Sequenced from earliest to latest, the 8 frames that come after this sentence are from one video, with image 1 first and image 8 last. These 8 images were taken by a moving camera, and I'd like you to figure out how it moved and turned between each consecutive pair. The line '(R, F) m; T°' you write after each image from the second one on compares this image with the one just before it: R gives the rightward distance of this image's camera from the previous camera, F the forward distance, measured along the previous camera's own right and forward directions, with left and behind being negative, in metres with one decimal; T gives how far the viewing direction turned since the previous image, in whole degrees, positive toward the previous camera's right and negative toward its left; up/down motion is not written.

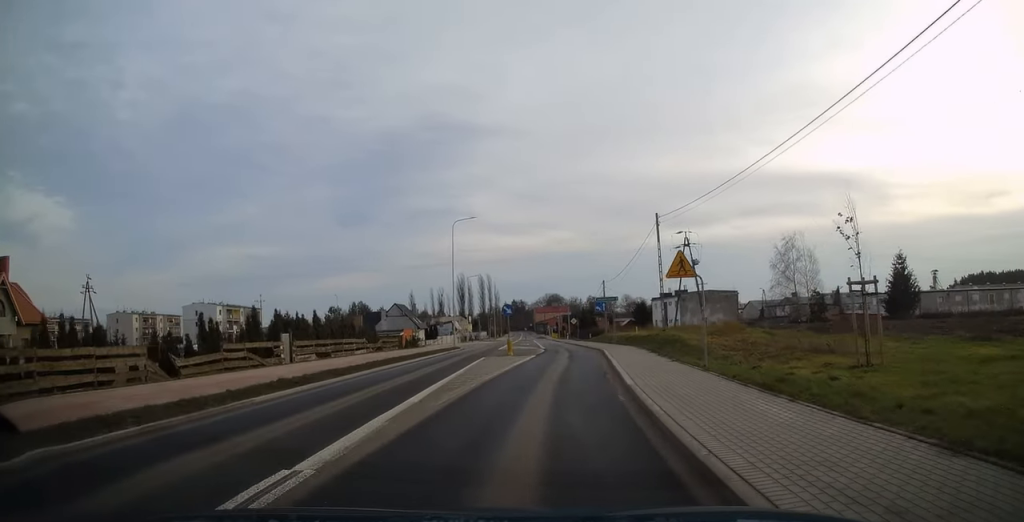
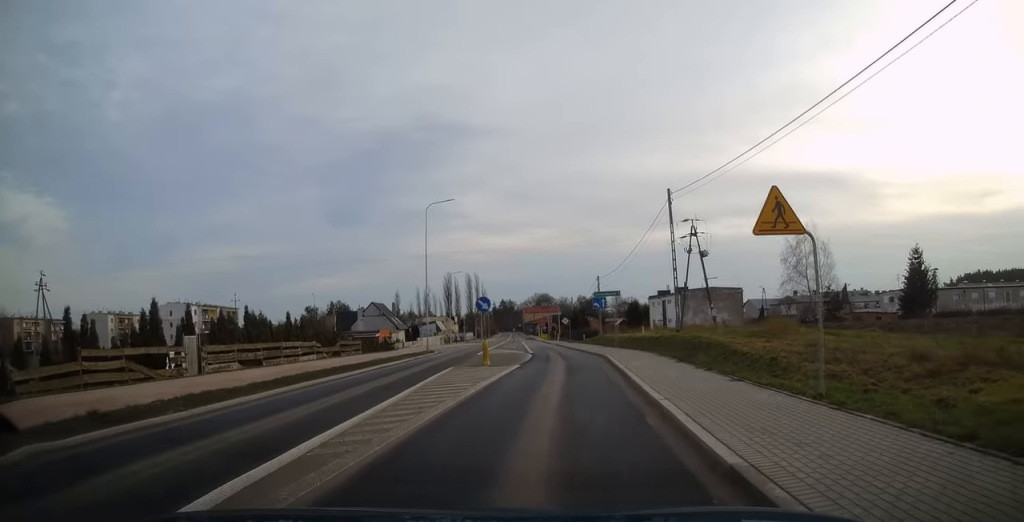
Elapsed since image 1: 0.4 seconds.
(-0.2, +7.4) m; 0°
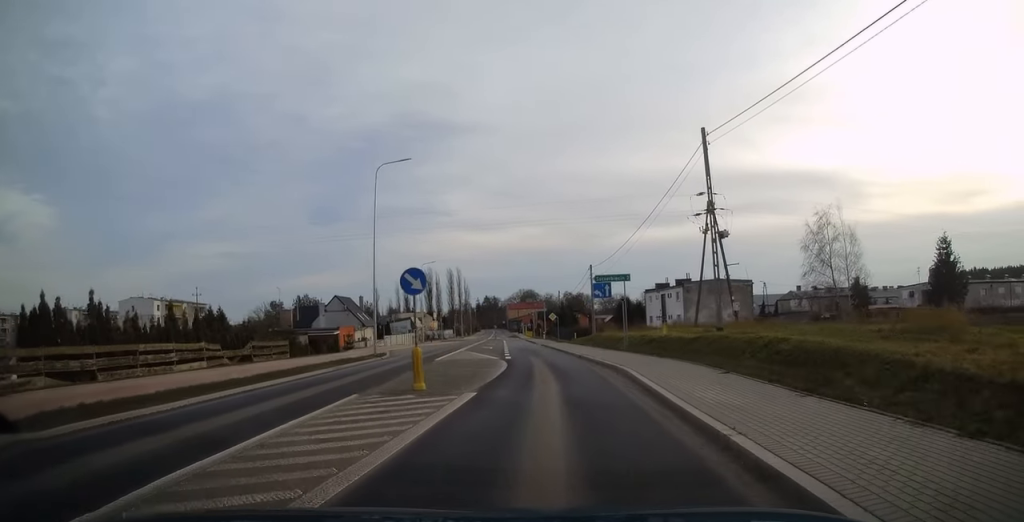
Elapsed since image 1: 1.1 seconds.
(+0.3, +10.4) m; +2°
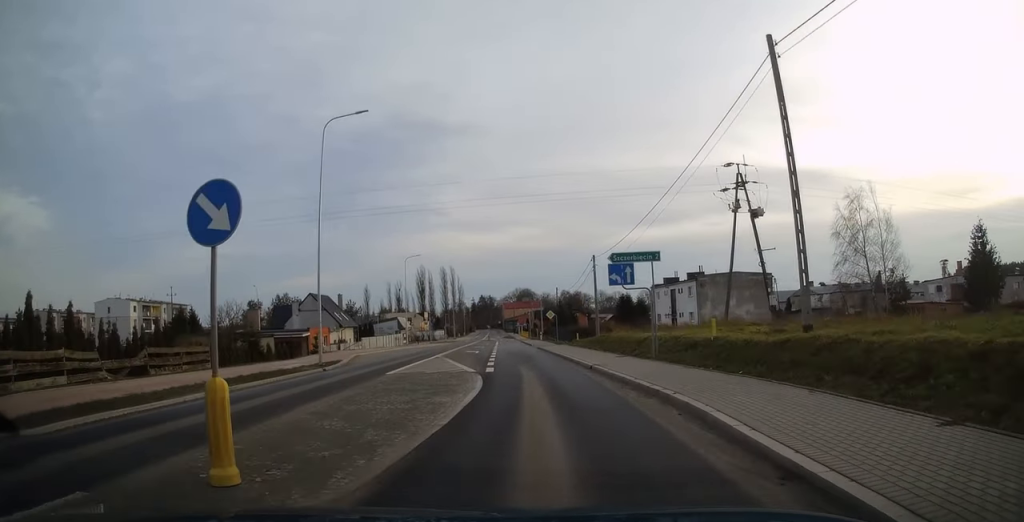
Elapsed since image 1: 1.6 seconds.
(+0.1, +8.2) m; +1°
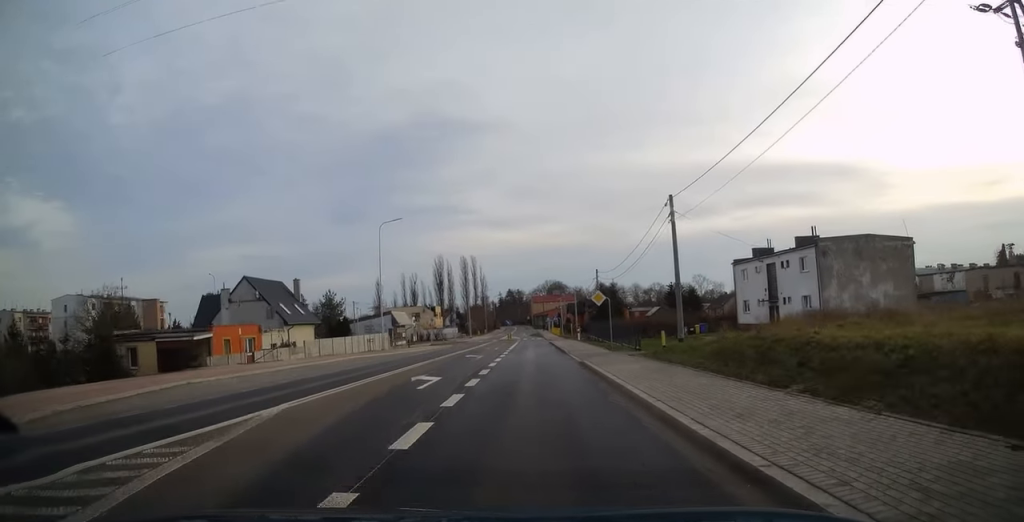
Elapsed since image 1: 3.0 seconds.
(+0.1, +24.2) m; -1°
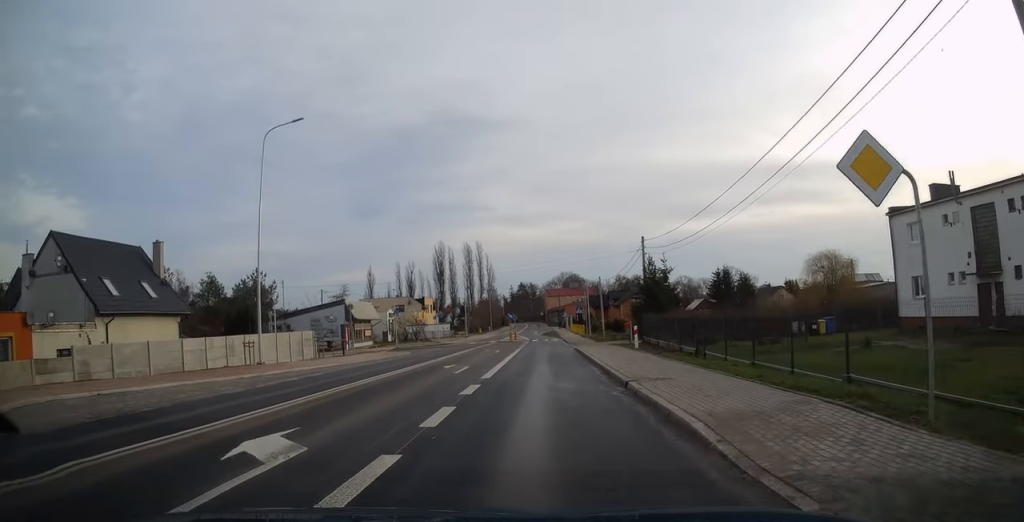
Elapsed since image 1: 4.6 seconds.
(-0.4, +25.6) m; -2°
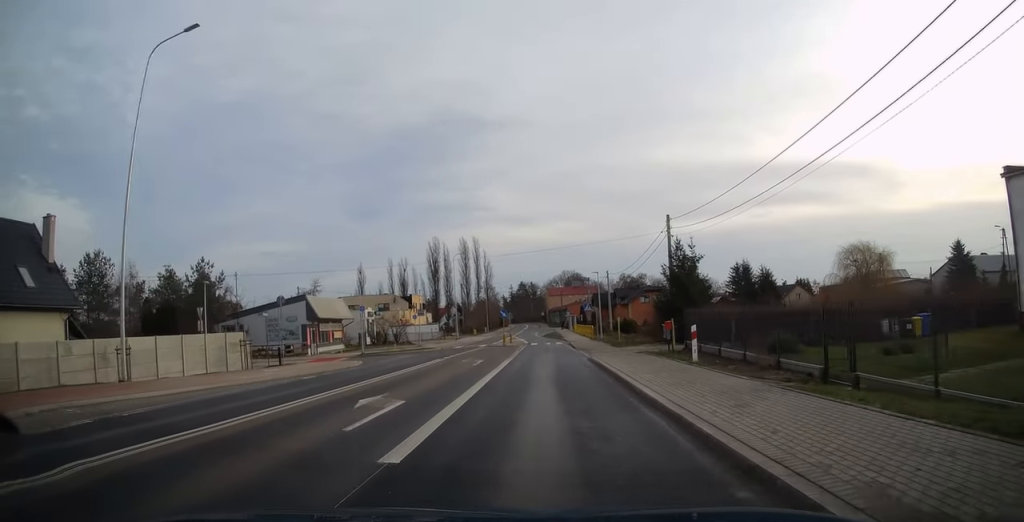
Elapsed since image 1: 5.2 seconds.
(-0.2, +10.2) m; -1°
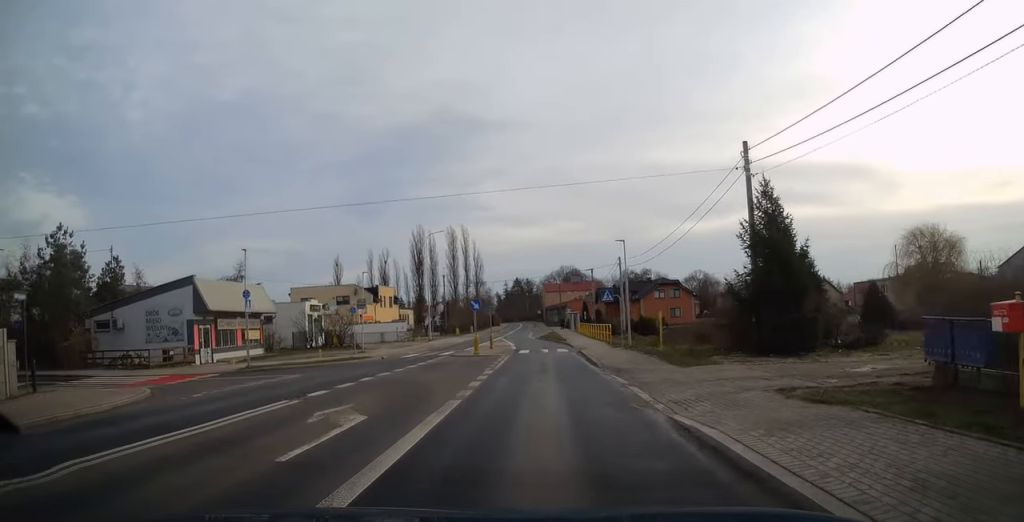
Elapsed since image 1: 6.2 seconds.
(-0.1, +16.8) m; +1°
